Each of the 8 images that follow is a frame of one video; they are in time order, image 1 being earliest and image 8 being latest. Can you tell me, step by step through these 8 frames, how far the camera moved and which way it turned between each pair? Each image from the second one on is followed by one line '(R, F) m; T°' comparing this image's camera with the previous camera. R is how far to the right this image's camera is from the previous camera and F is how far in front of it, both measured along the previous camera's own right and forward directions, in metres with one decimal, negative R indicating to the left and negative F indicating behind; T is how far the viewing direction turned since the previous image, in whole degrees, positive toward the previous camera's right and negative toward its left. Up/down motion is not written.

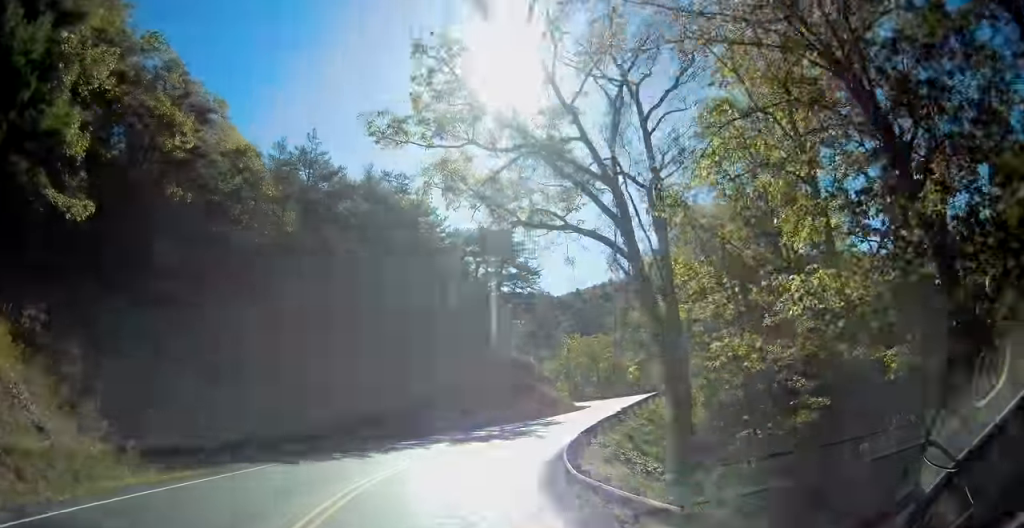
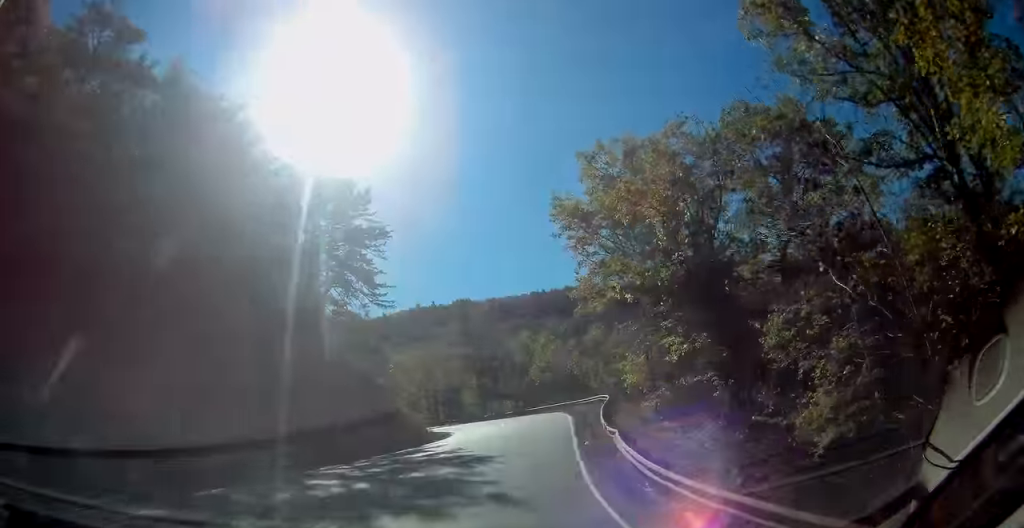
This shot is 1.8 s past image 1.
(+5.0, +18.8) m; +27°
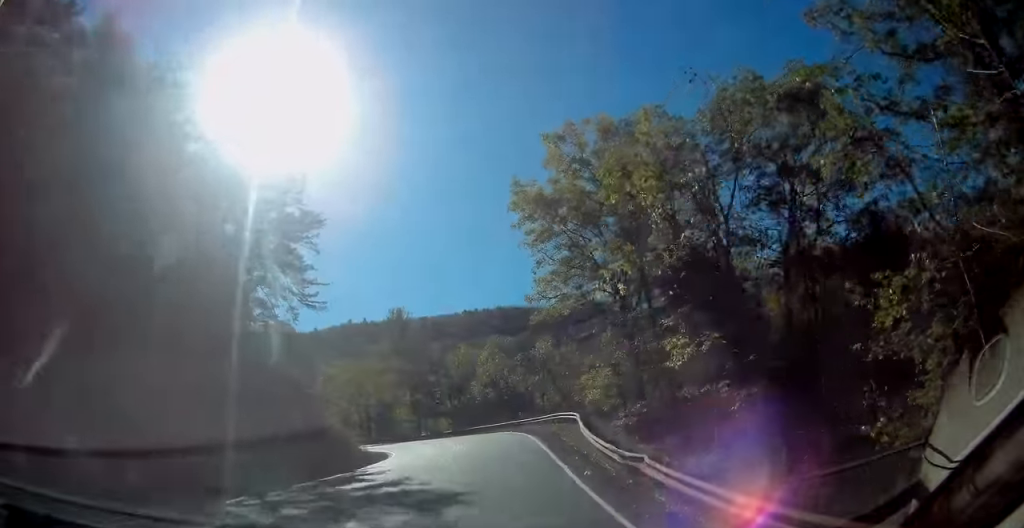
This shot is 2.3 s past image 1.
(+0.1, +5.8) m; +1°
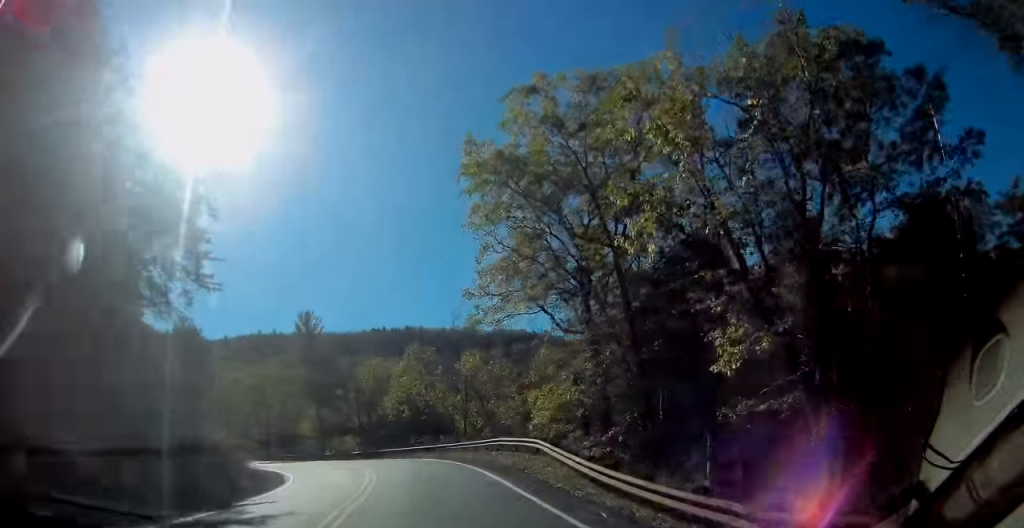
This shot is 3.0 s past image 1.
(0.0, +8.2) m; +1°
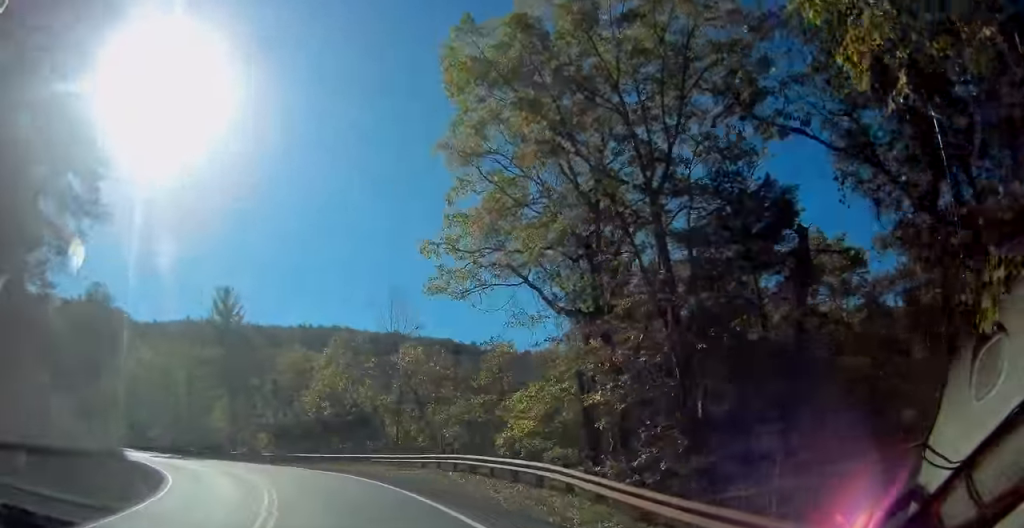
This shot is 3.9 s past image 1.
(-0.2, +10.1) m; +8°
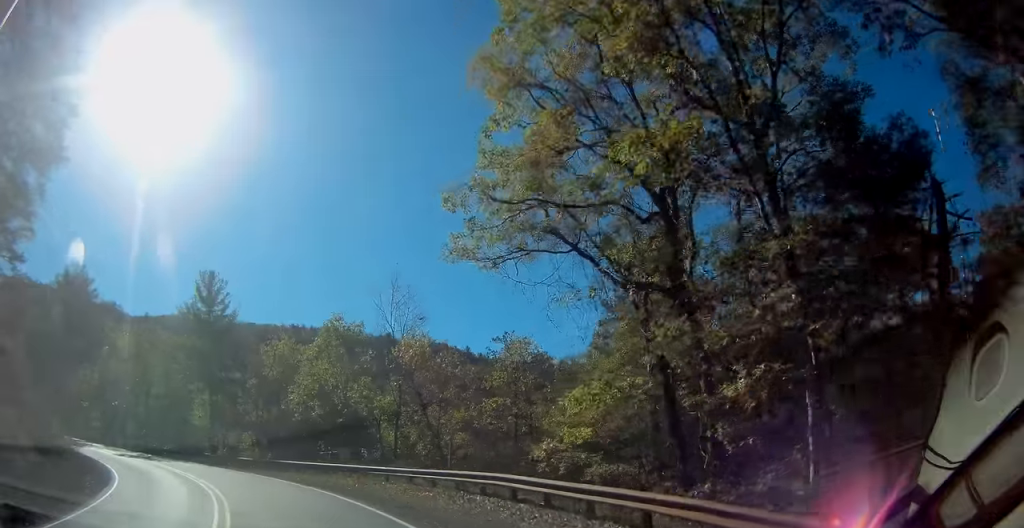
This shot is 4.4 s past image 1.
(+1.0, +6.1) m; +4°
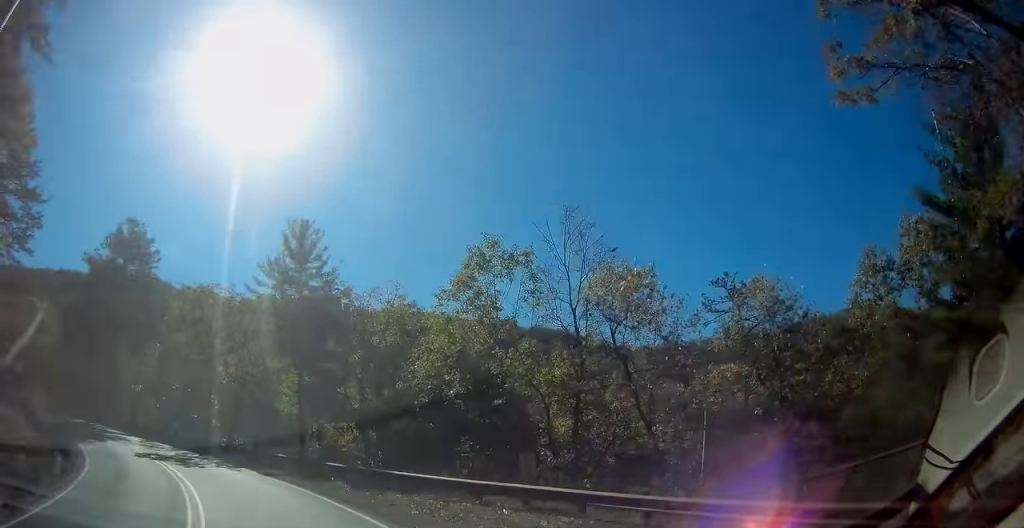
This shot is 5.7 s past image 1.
(+0.7, +14.2) m; -4°
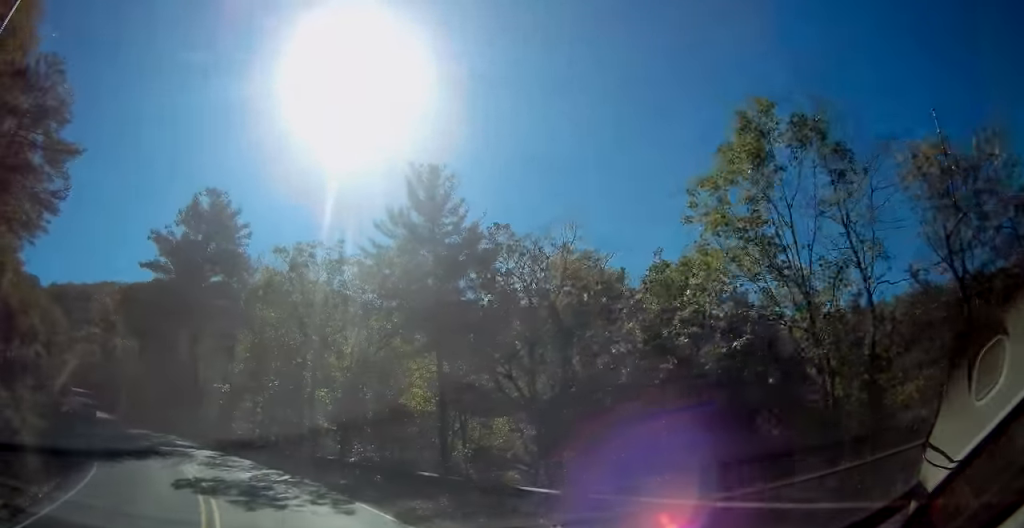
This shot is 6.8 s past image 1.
(-1.0, +9.8) m; -16°
